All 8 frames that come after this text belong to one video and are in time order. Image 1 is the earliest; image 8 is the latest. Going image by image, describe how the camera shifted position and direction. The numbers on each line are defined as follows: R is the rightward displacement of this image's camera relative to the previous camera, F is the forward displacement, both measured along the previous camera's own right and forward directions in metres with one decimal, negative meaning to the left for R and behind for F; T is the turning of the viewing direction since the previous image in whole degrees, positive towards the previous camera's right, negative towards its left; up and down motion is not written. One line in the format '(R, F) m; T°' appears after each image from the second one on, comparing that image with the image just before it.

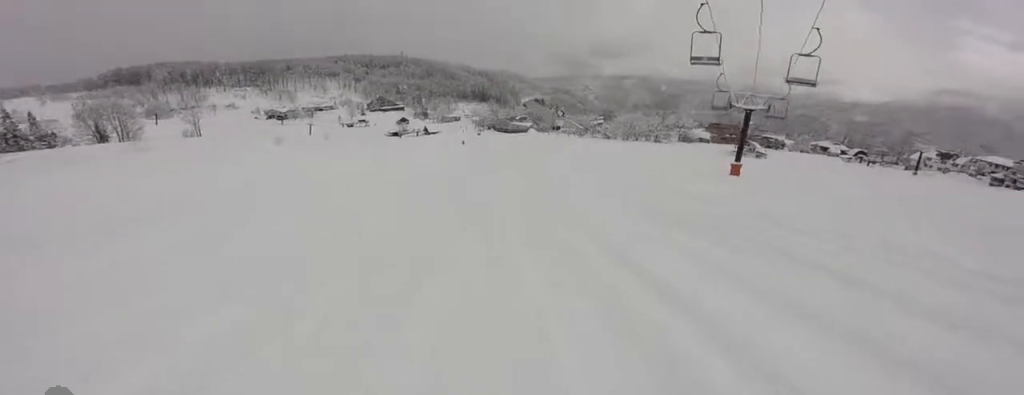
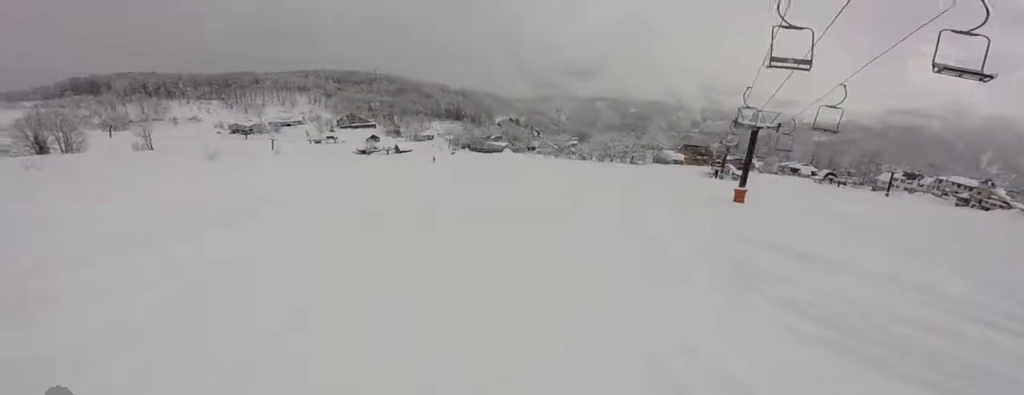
(-0.1, +4.1) m; -12°
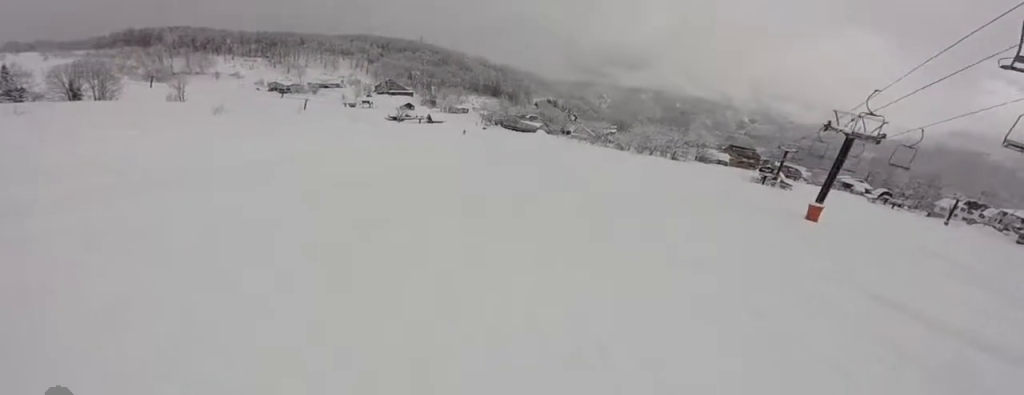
(-0.1, +3.2) m; -19°
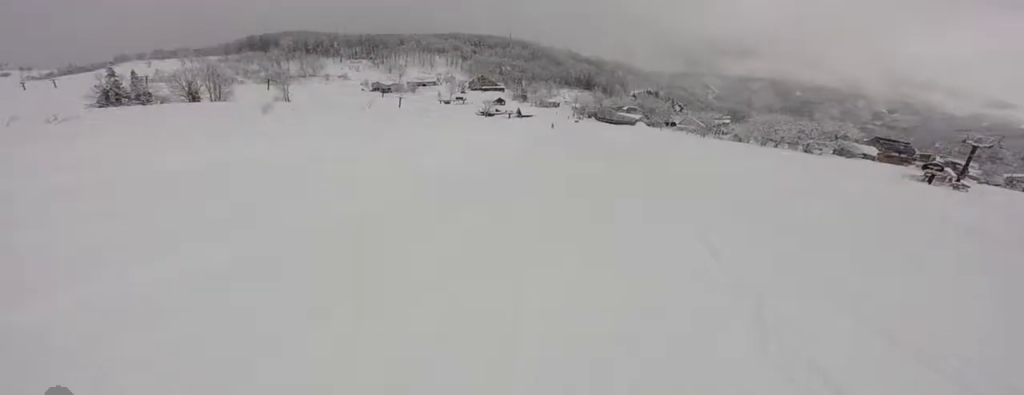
(-1.7, +6.4) m; -15°
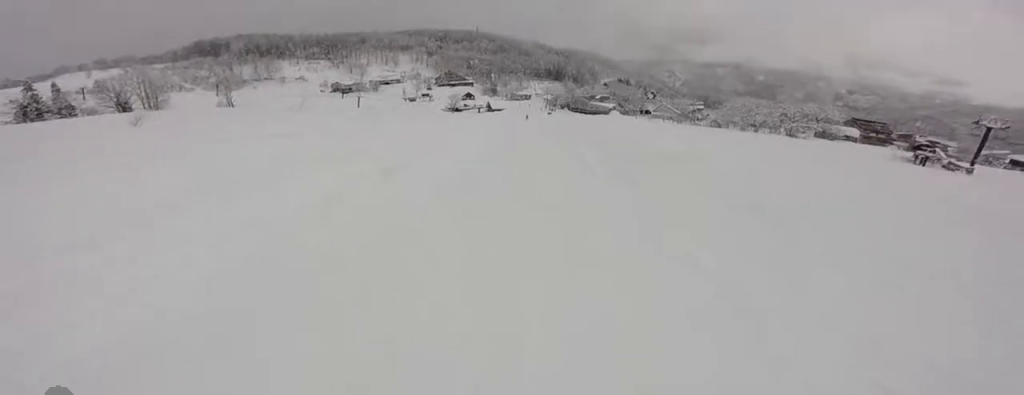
(0.0, +6.8) m; +5°
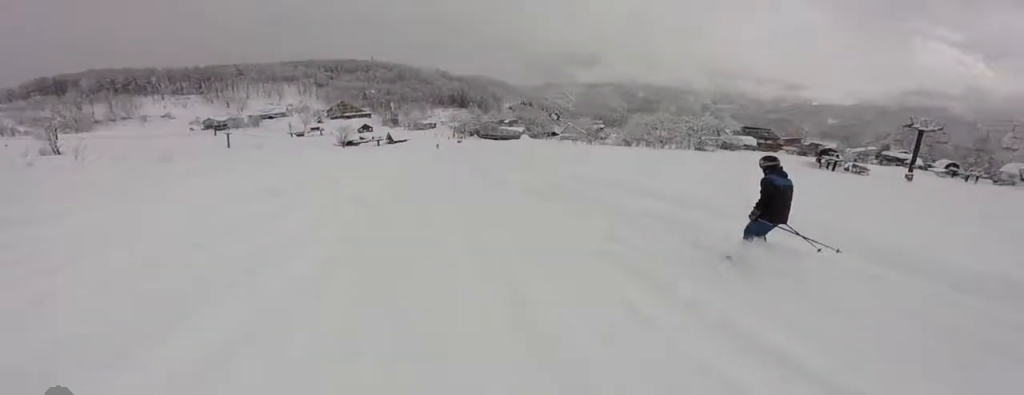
(+0.9, +10.8) m; -10°
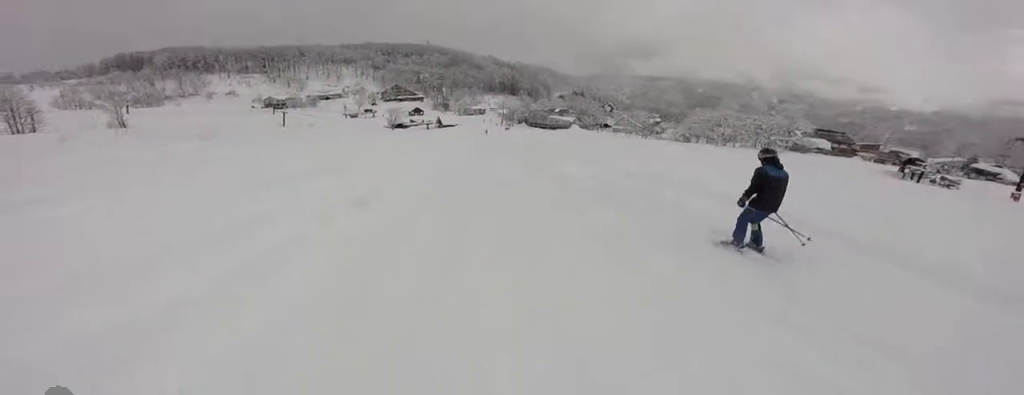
(-1.0, +2.4) m; -7°
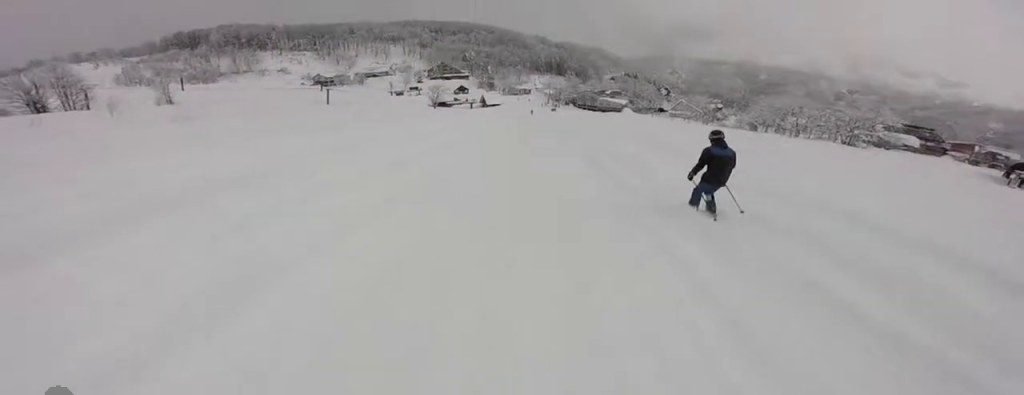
(+0.3, +4.7) m; +5°
